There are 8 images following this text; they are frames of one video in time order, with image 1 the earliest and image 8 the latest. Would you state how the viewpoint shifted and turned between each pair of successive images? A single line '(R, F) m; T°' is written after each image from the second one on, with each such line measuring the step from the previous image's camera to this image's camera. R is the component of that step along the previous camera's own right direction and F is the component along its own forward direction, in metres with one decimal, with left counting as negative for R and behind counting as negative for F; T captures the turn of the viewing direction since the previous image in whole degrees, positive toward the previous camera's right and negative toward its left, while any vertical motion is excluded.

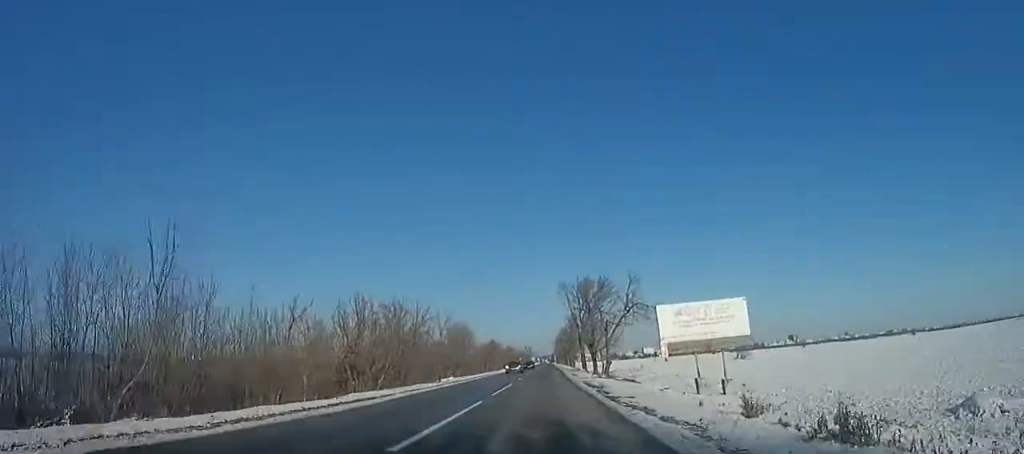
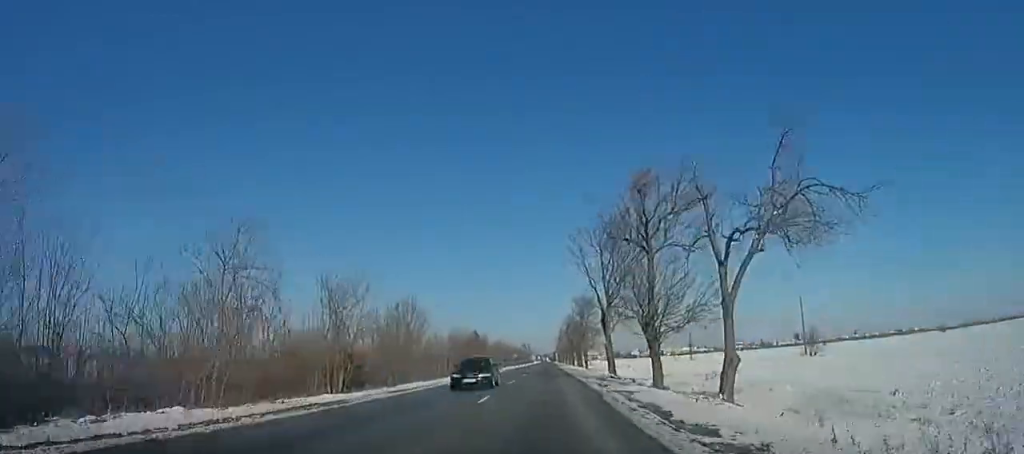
(+0.2, +32.5) m; 0°
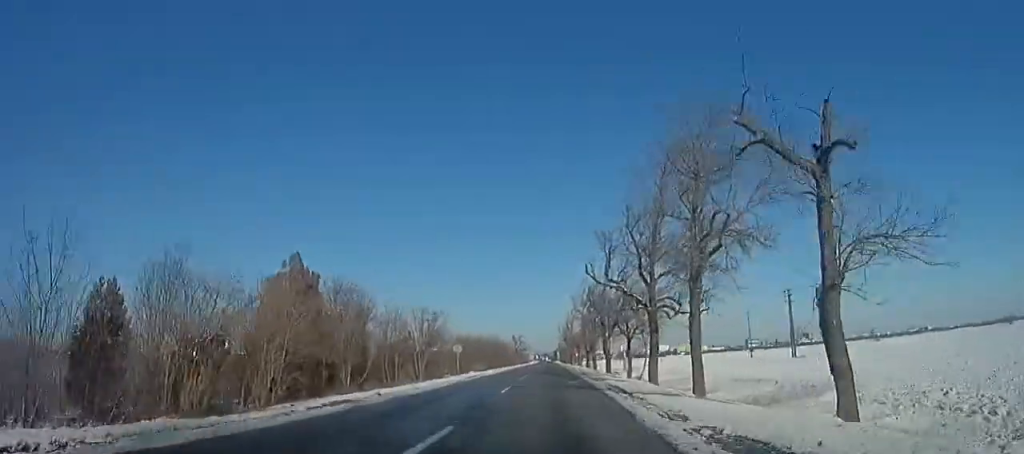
(-1.0, +67.8) m; -1°
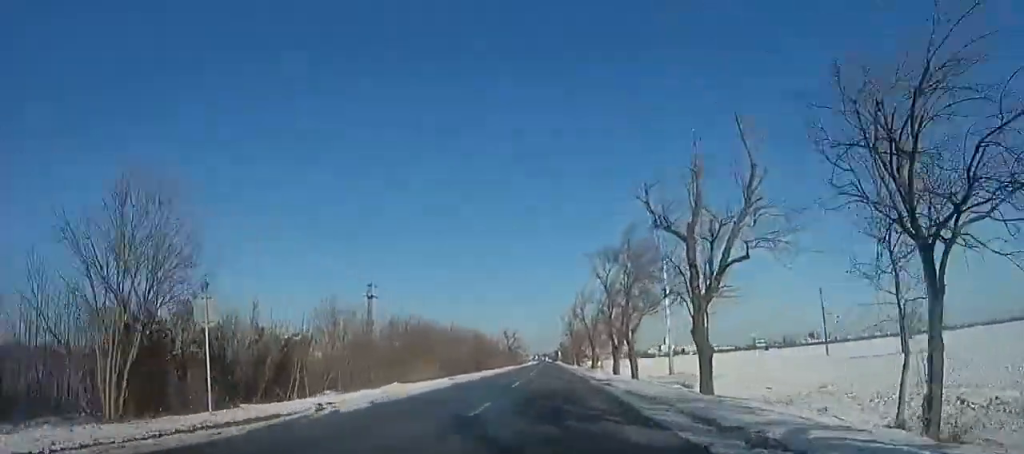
(+0.1, +31.7) m; +1°
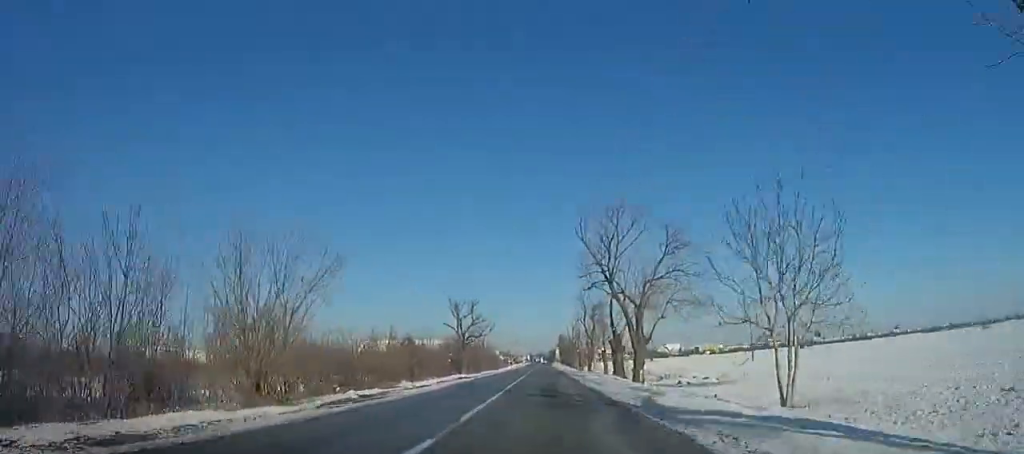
(+1.5, +67.9) m; +1°
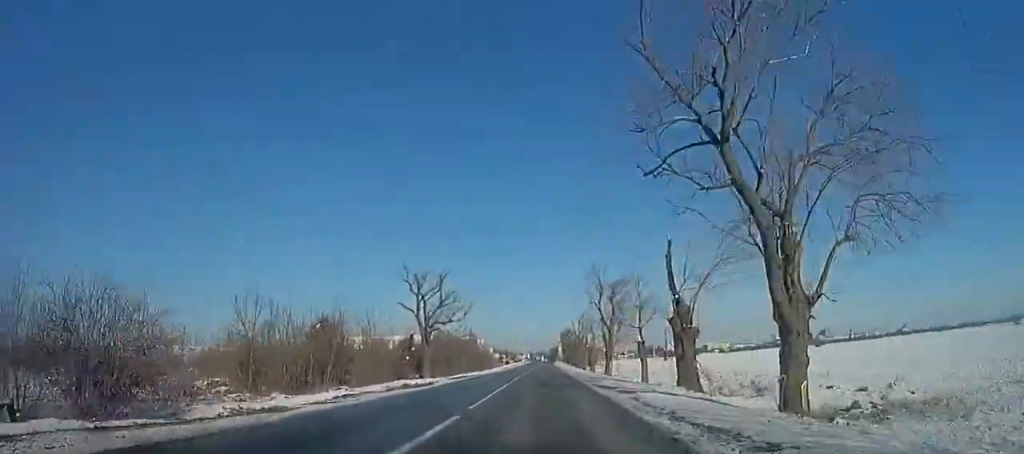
(-0.2, +21.2) m; 0°
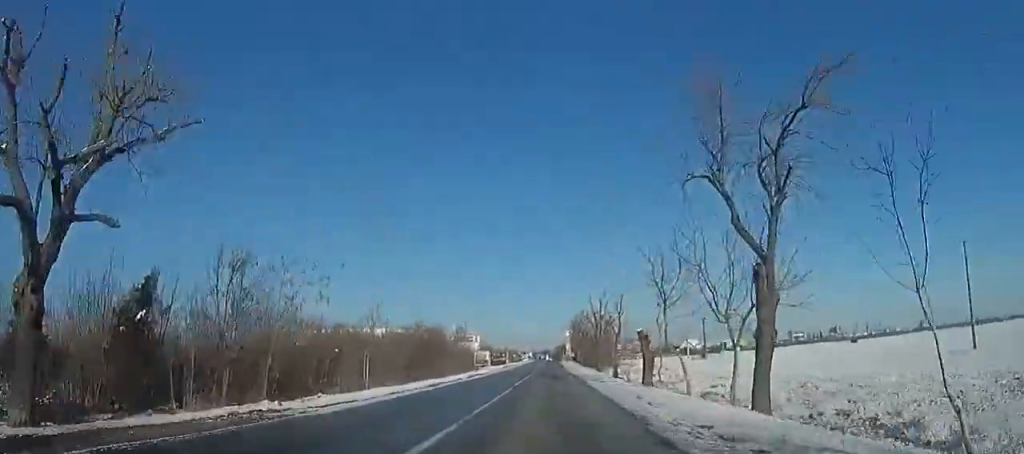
(-0.6, +38.6) m; -1°
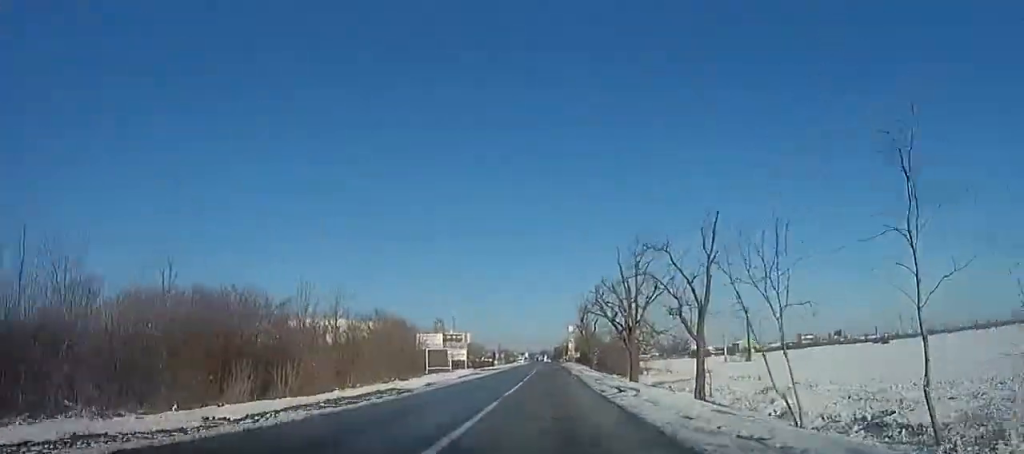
(0.0, +31.7) m; 0°
